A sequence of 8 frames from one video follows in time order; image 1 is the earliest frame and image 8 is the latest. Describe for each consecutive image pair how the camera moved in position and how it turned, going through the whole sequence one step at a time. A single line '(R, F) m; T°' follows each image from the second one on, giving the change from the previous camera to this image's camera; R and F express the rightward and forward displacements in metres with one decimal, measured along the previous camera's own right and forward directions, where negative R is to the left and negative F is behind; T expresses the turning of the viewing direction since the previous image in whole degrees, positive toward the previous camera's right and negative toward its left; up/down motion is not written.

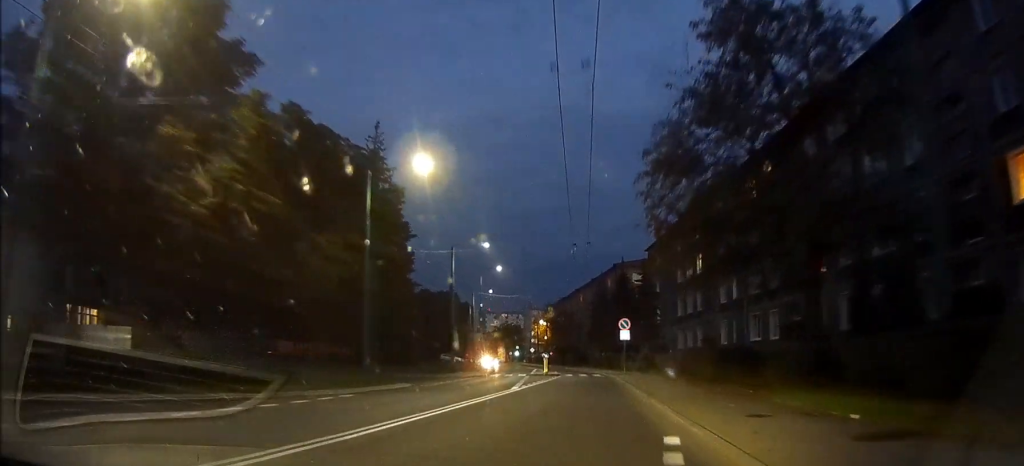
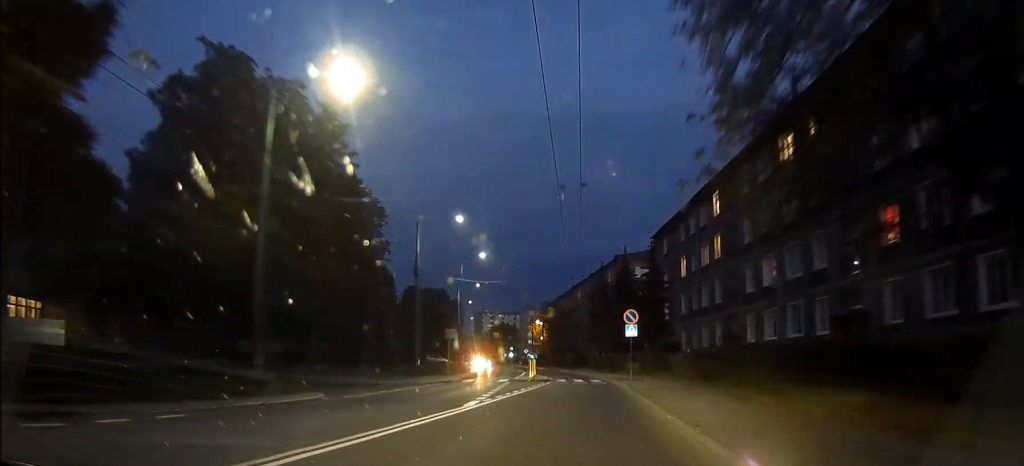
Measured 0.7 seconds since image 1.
(0.0, +10.5) m; 0°
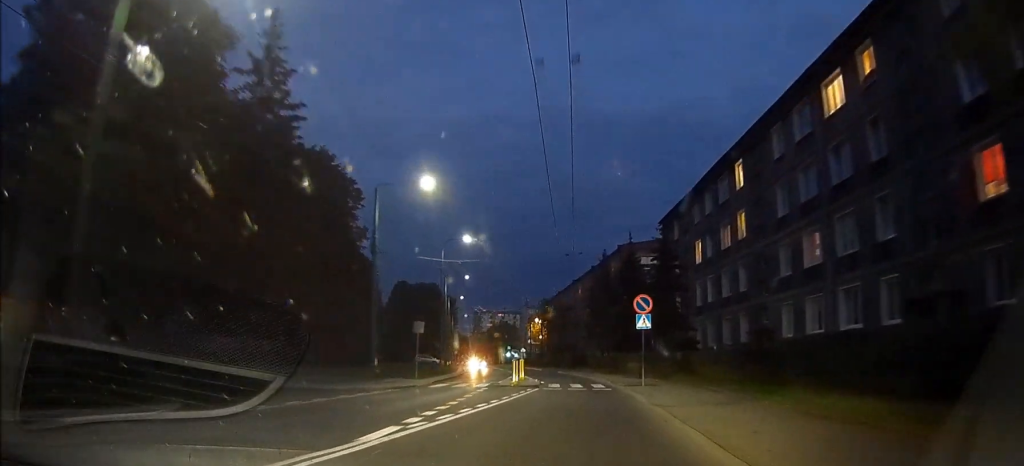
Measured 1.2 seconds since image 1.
(0.0, +8.9) m; 0°
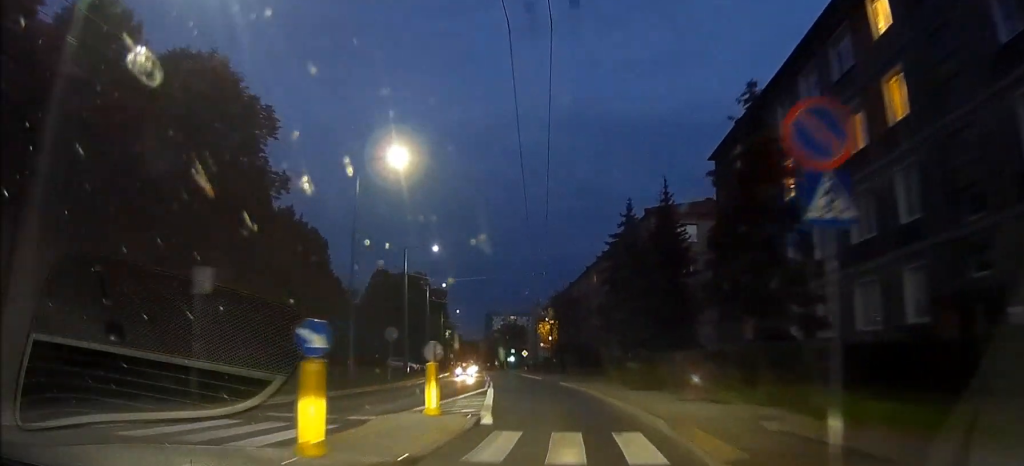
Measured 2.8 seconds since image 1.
(-0.1, +24.1) m; -1°
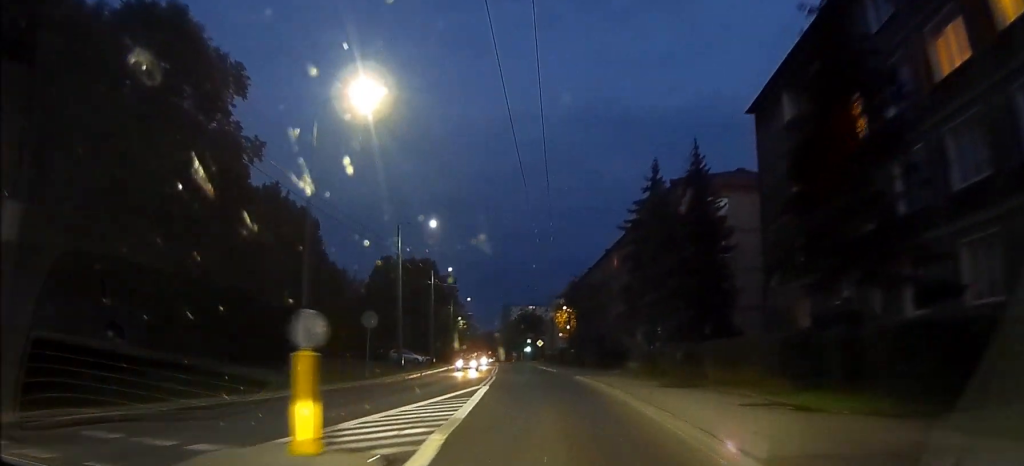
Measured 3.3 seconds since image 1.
(-0.1, +7.5) m; -1°
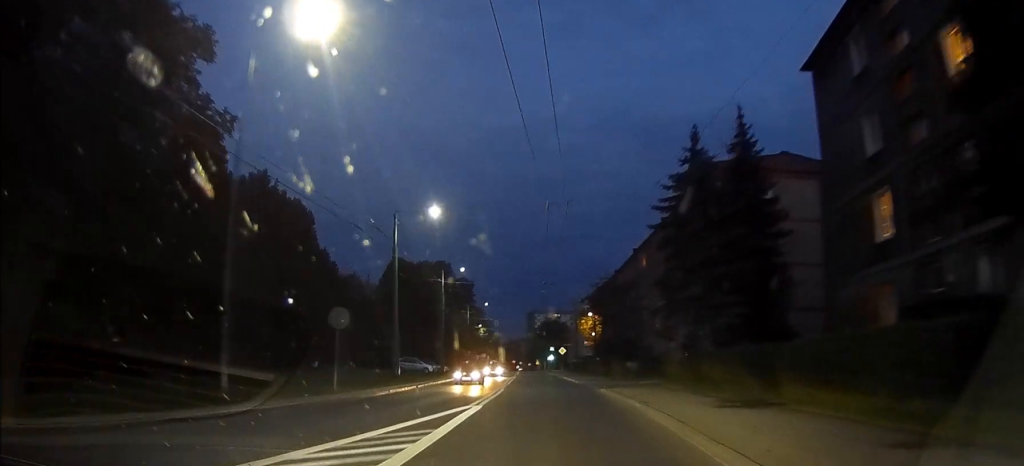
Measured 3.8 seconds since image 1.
(0.0, +7.5) m; -1°
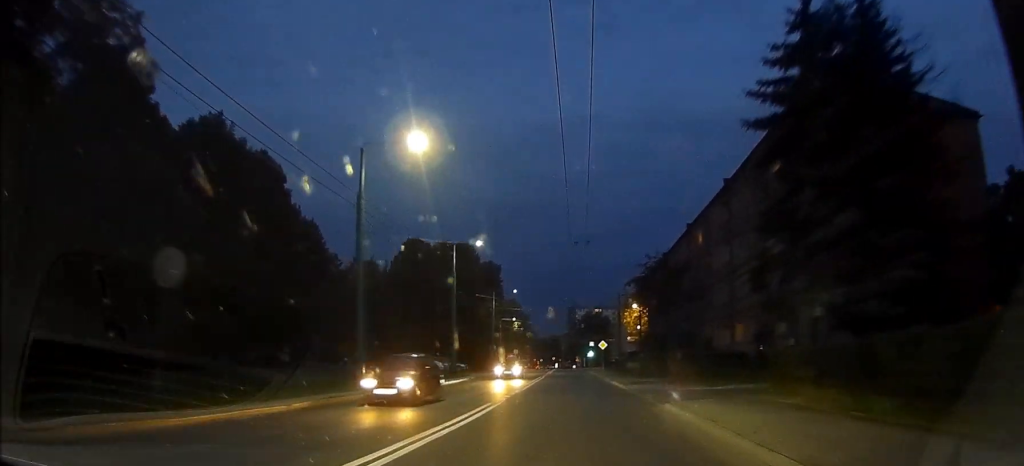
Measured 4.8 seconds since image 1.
(-0.4, +14.1) m; -3°
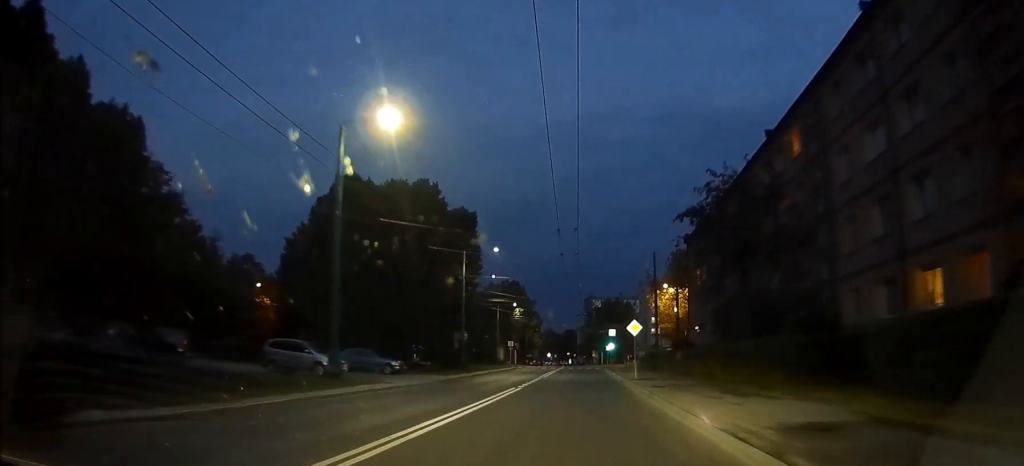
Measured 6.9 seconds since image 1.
(-0.7, +29.9) m; -3°
